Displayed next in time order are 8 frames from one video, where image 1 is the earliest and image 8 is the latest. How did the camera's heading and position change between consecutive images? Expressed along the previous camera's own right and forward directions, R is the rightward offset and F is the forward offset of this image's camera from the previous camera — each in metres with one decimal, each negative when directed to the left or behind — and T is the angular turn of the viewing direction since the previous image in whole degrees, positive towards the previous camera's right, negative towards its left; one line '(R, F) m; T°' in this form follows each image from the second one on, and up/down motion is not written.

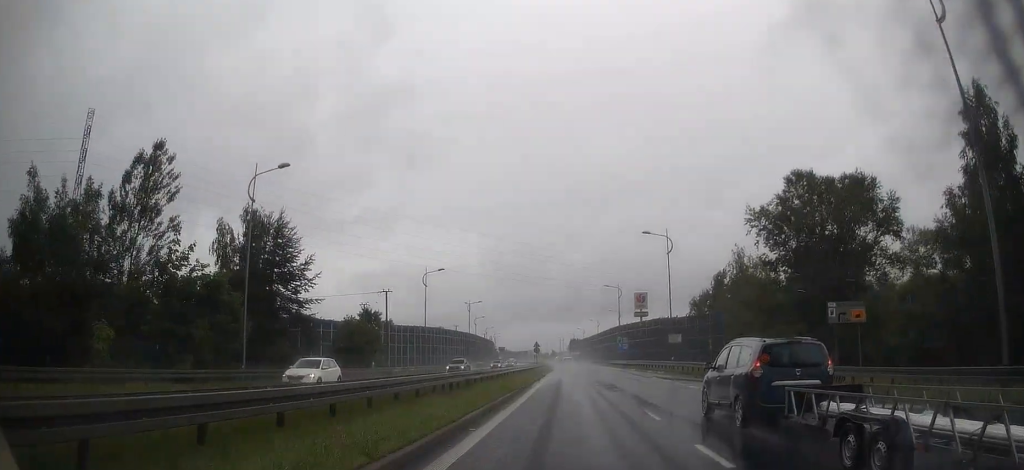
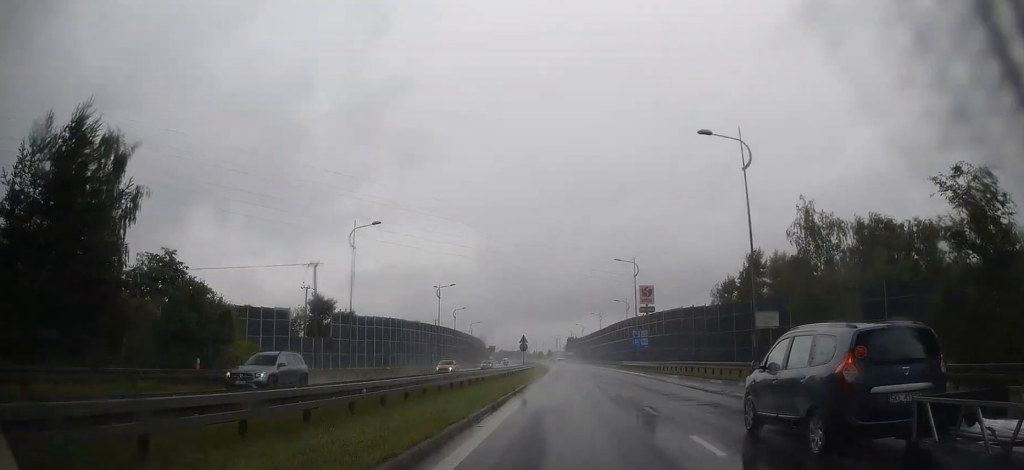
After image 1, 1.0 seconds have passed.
(0.0, +23.4) m; 0°
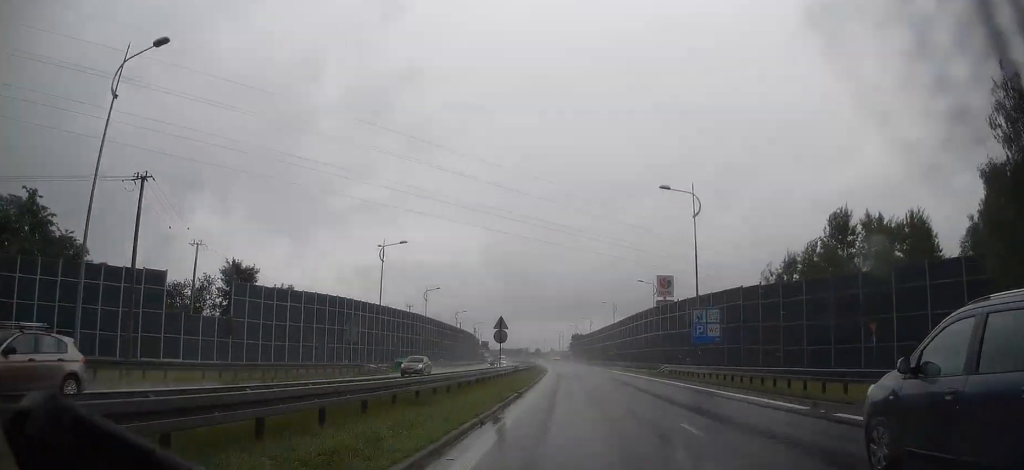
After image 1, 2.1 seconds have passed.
(+0.1, +28.1) m; -1°
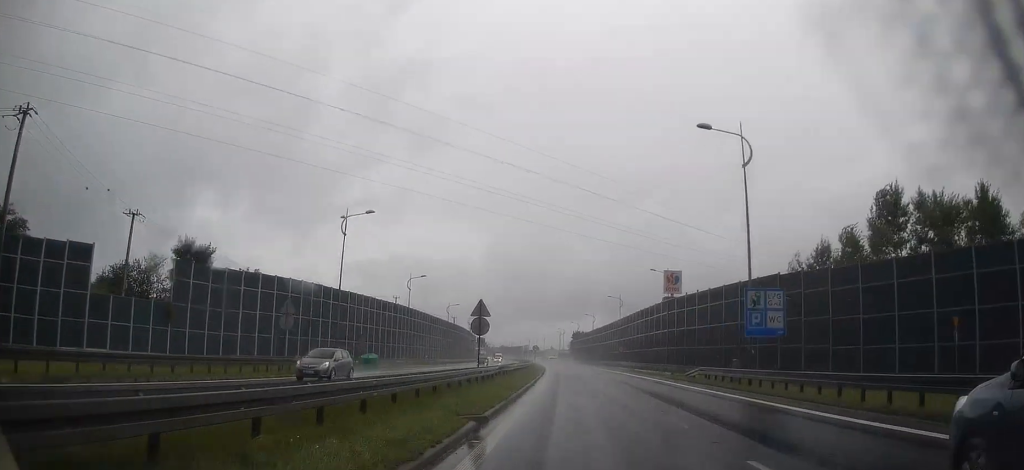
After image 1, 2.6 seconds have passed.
(0.0, +10.4) m; -1°
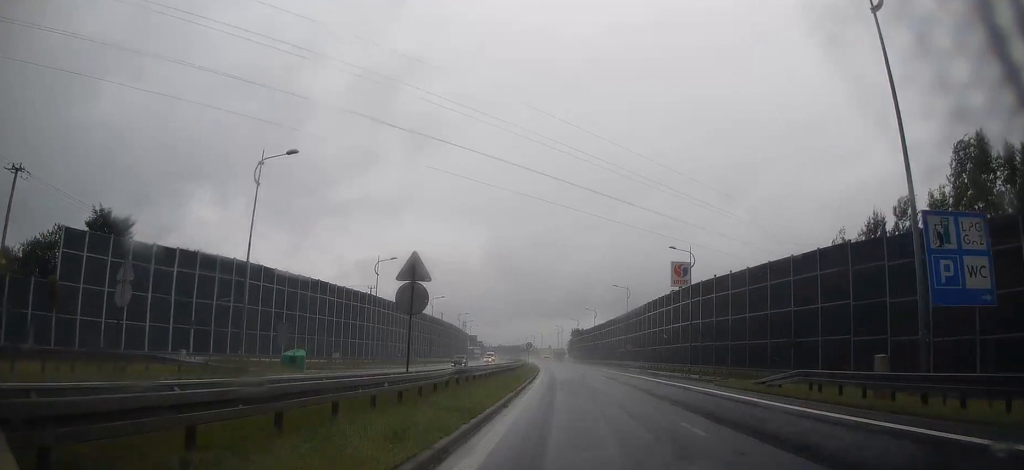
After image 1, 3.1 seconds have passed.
(-0.2, +13.6) m; 0°
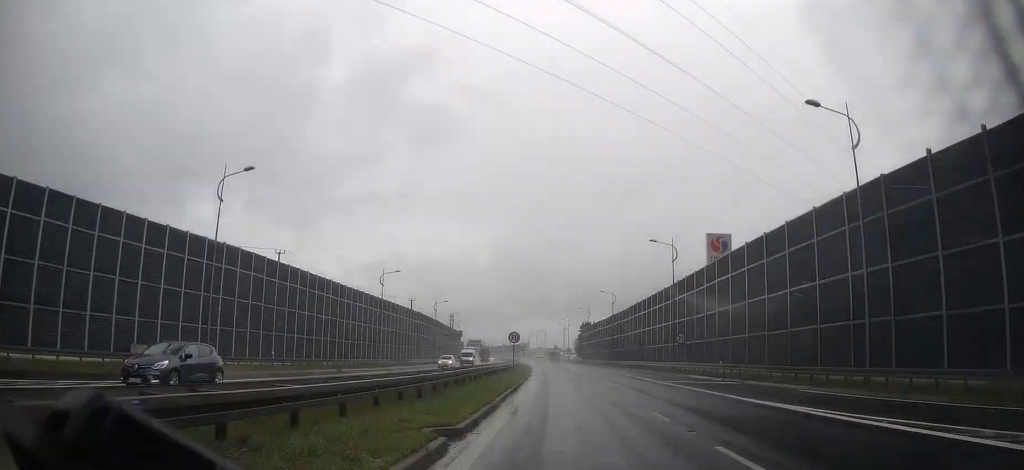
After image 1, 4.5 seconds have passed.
(0.0, +33.3) m; 0°
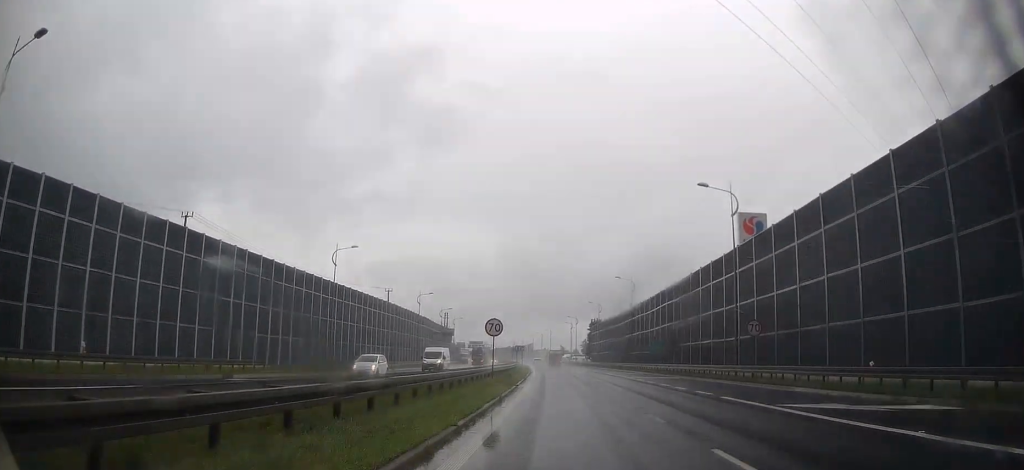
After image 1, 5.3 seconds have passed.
(-0.1, +18.1) m; -1°
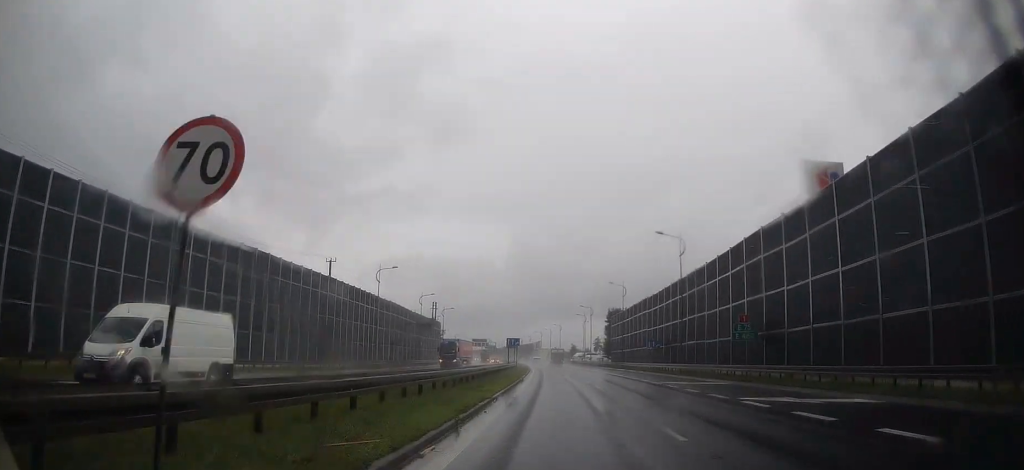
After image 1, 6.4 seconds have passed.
(-0.4, +26.6) m; -1°
